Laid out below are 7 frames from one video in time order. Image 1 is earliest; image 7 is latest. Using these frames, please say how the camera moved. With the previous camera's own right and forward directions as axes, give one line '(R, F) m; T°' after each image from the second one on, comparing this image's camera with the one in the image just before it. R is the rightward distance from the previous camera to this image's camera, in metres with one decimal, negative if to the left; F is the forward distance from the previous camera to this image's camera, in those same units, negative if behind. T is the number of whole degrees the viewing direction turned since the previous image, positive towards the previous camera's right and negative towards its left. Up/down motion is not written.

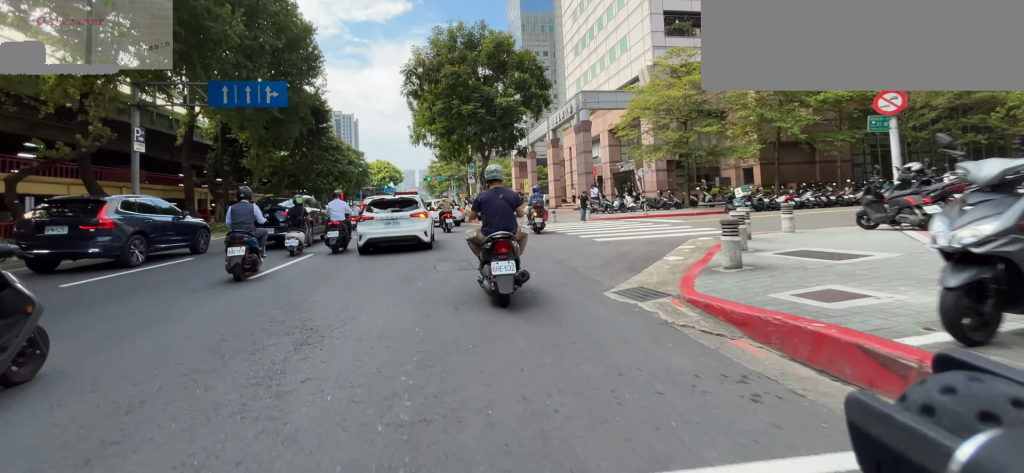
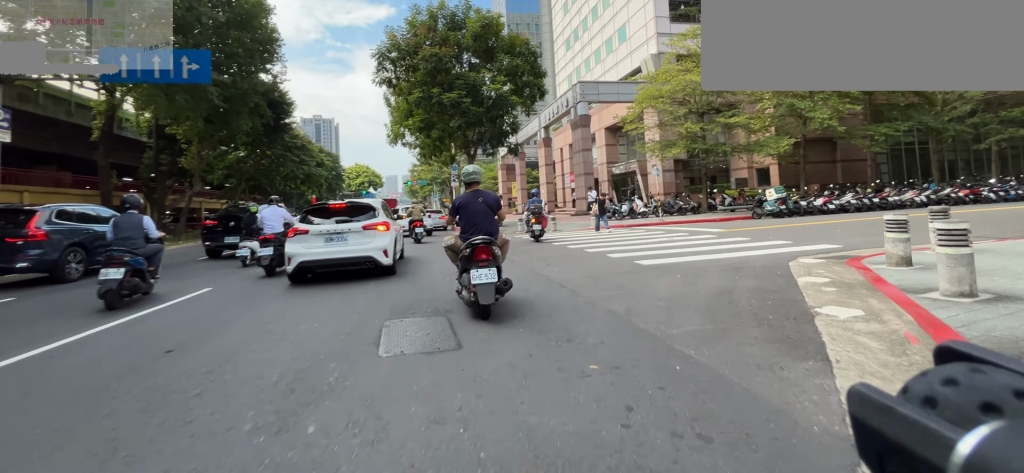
(0.0, +3.3) m; 0°
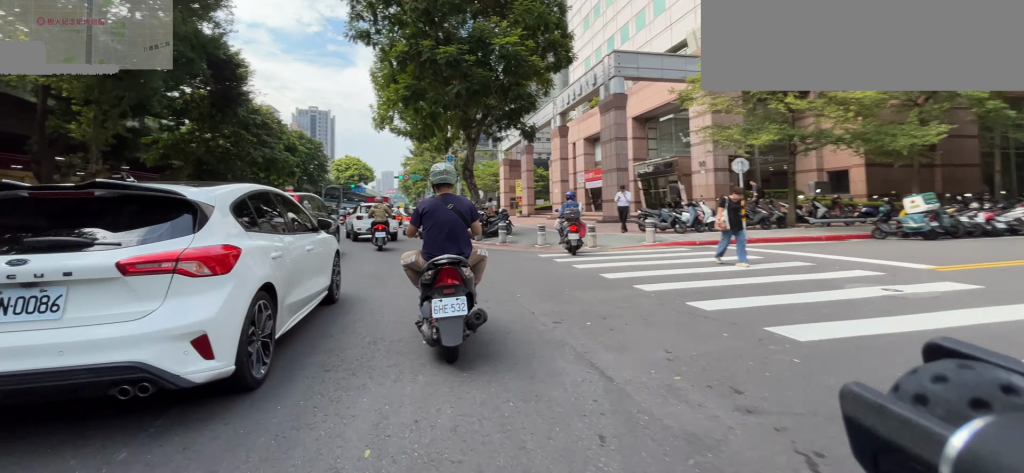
(0.0, +5.4) m; 0°
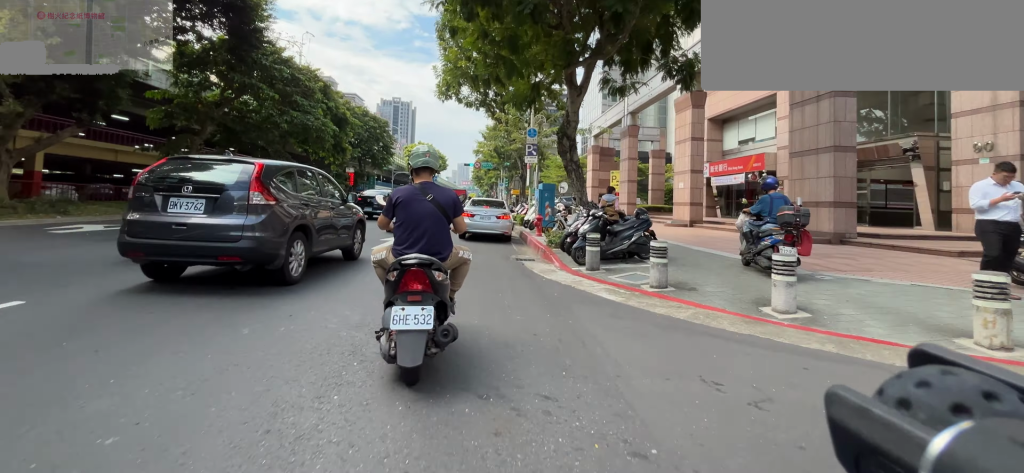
(0.0, +7.8) m; 0°
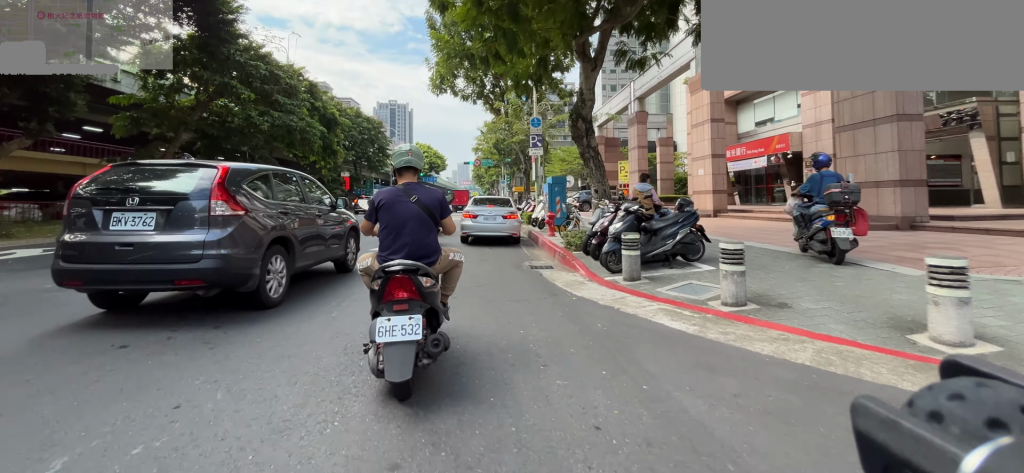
(0.0, +1.6) m; 0°
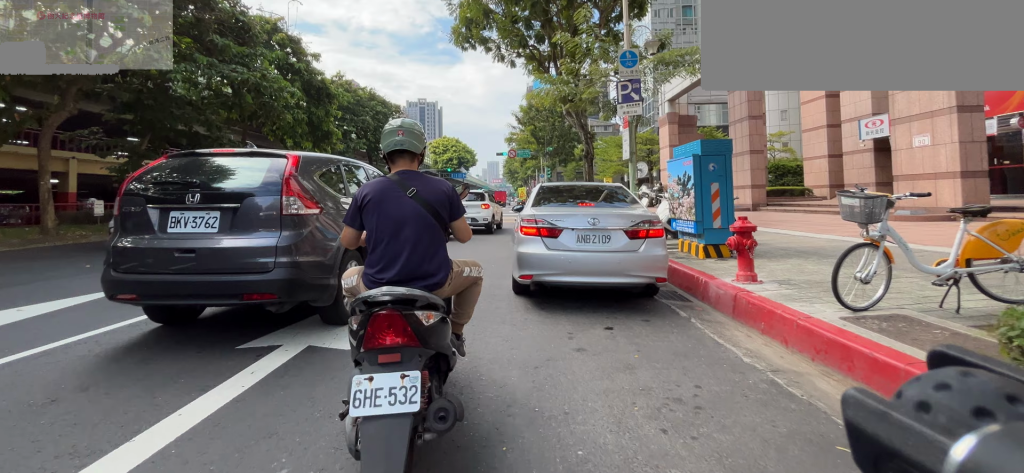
(0.0, +7.6) m; +1°
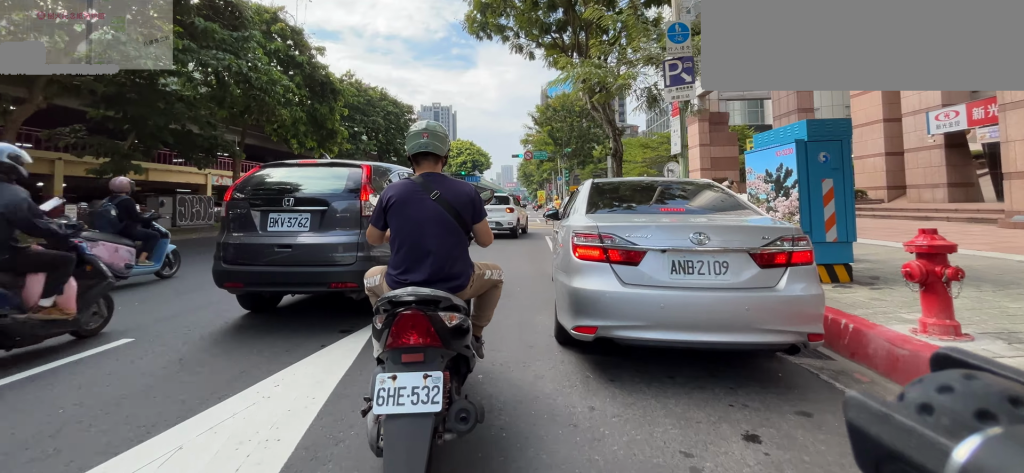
(0.0, +2.2) m; +1°
